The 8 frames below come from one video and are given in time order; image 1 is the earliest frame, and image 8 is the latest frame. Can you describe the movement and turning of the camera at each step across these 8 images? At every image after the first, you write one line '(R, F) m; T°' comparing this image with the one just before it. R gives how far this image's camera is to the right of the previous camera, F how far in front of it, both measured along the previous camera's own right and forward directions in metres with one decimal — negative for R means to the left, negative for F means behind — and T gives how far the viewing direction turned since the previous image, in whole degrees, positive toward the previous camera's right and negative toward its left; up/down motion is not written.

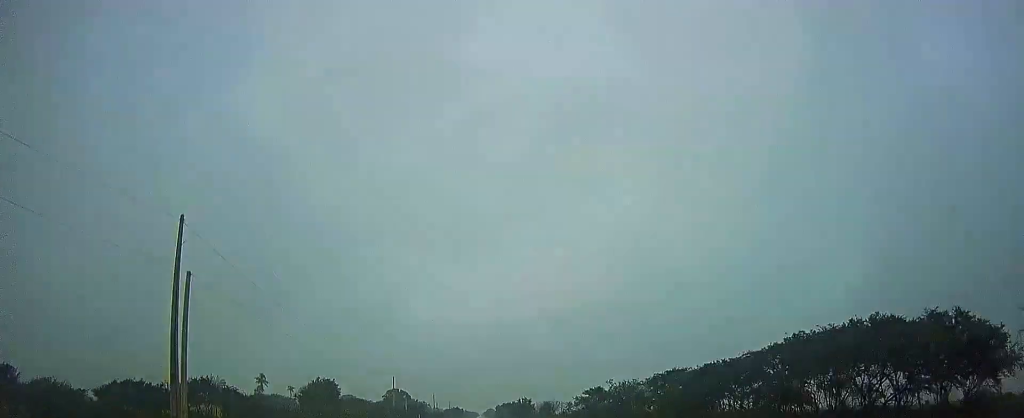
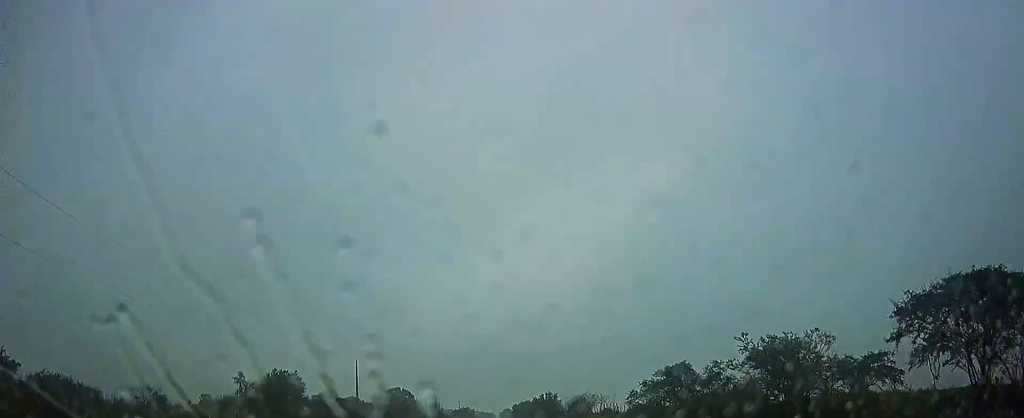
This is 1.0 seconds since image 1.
(-0.6, +33.7) m; -2°
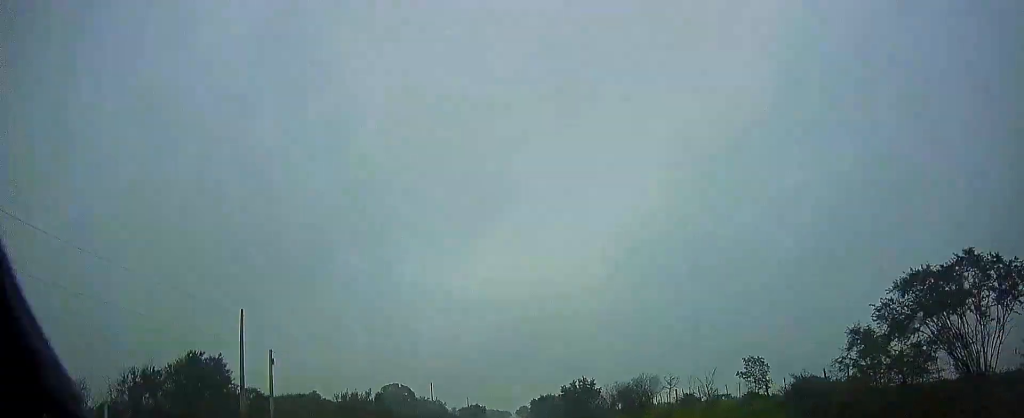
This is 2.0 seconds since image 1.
(-0.6, +32.8) m; -2°
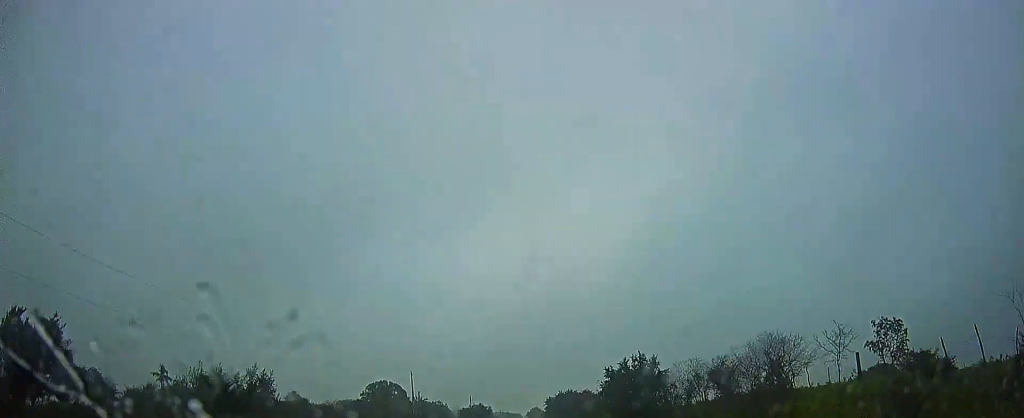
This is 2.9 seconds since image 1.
(-0.7, +32.0) m; -1°
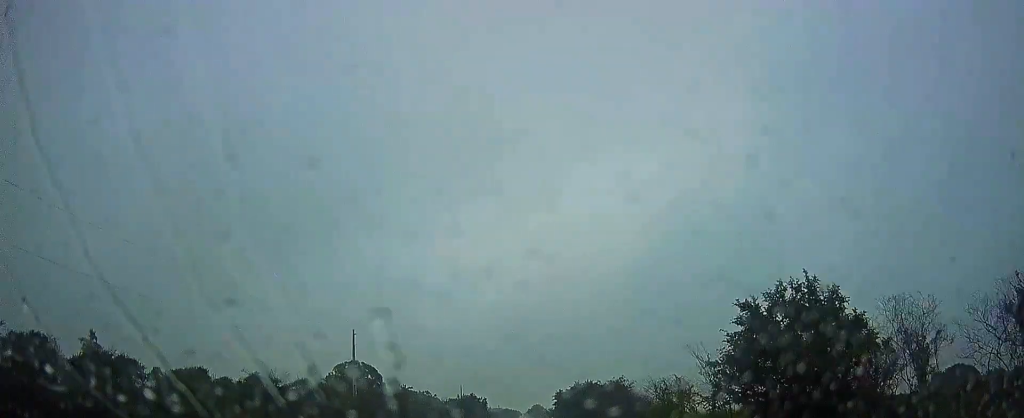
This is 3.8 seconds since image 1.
(0.0, +31.1) m; 0°
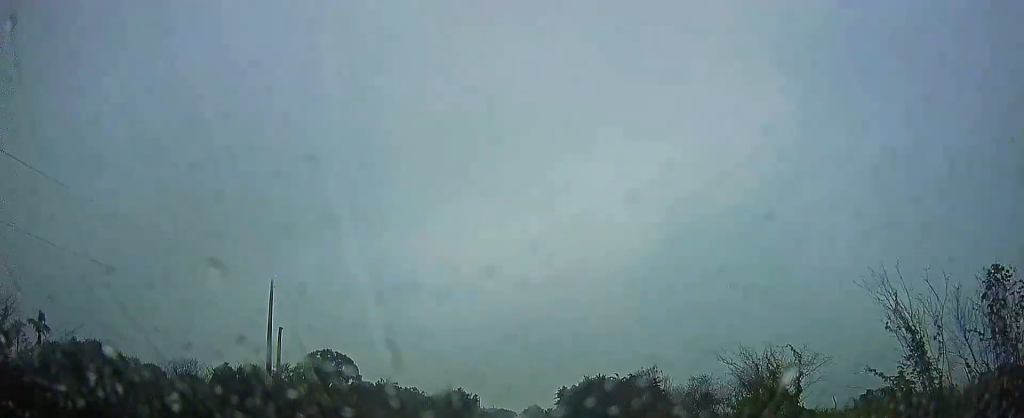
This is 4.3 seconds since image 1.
(0.0, +17.4) m; 0°
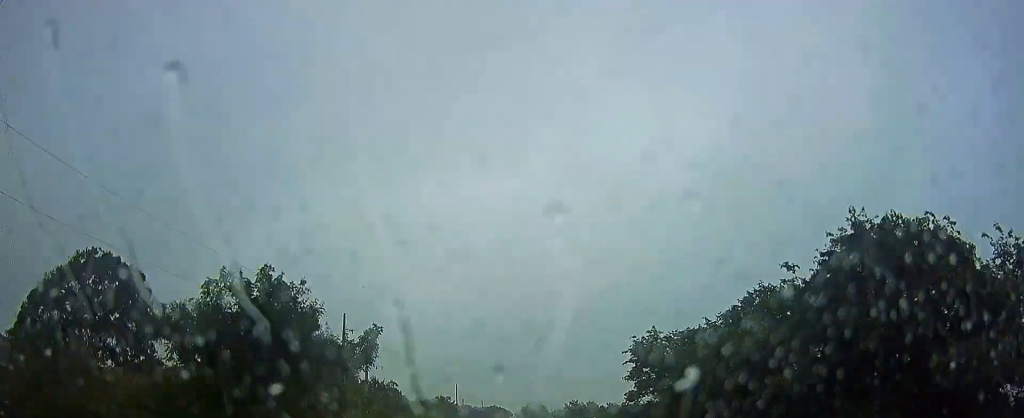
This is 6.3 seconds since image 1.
(-0.1, +69.4) m; 0°
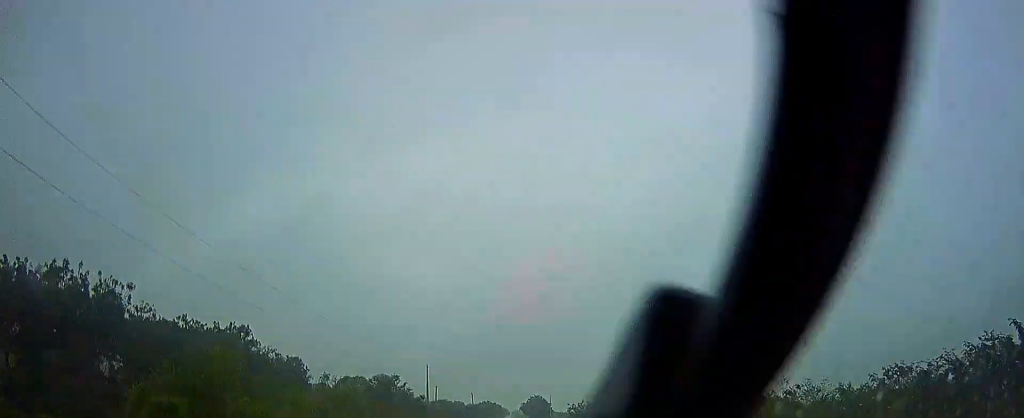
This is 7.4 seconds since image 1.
(0.0, +41.4) m; 0°
